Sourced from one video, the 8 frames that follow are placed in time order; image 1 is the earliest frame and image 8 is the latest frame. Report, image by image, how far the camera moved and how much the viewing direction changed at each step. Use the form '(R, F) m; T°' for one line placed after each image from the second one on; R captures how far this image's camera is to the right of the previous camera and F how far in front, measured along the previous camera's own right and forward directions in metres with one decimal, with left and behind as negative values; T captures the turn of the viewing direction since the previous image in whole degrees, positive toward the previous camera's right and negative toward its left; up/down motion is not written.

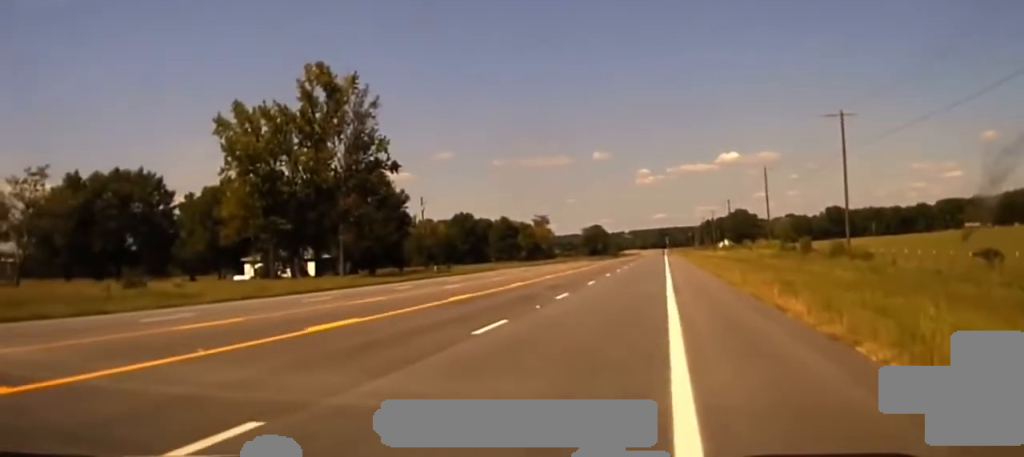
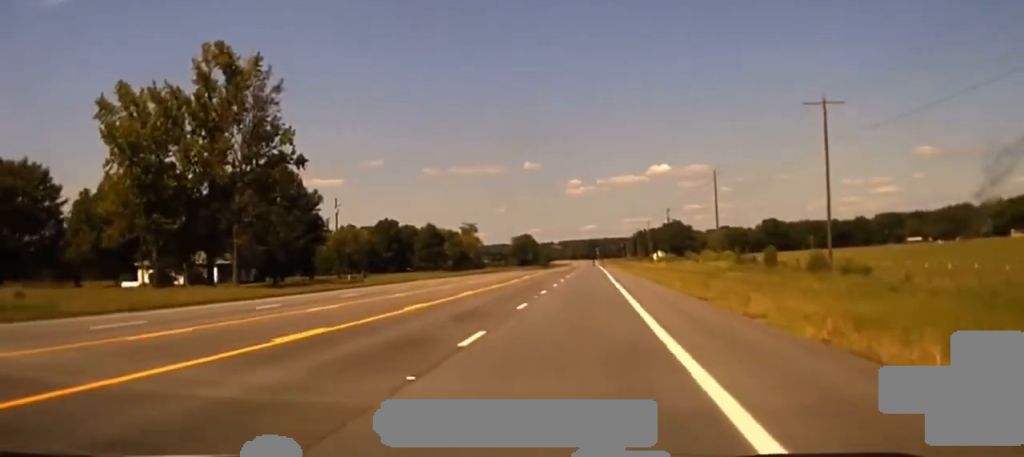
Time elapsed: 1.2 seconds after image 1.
(+0.4, +16.6) m; +3°
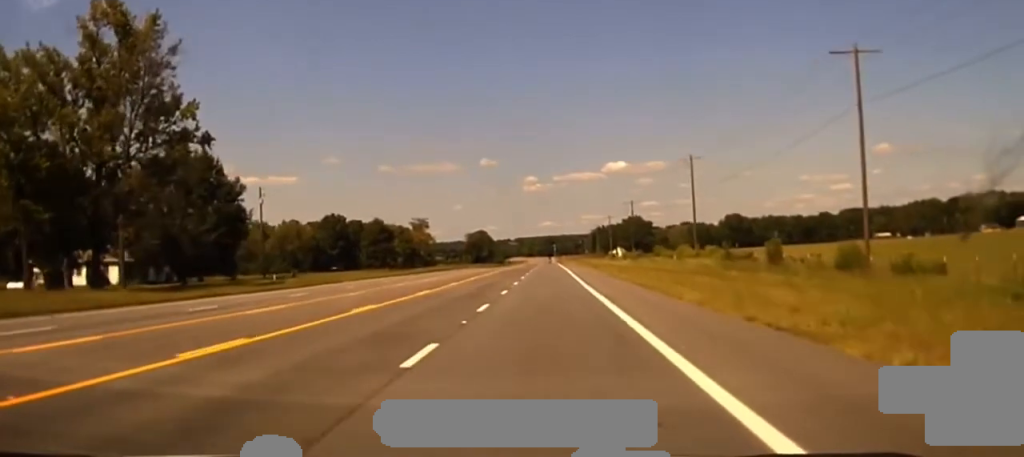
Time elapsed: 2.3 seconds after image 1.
(+0.3, +16.6) m; +1°
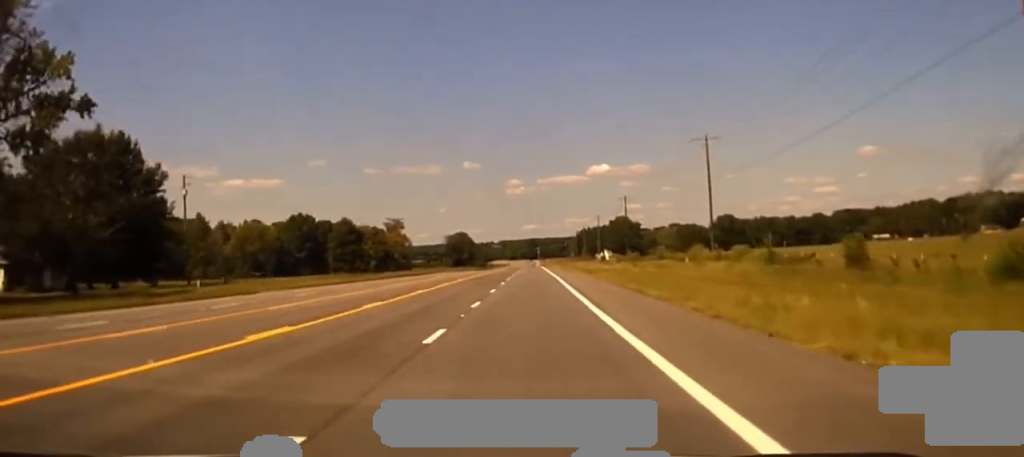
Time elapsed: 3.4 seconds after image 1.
(0.0, +19.0) m; 0°
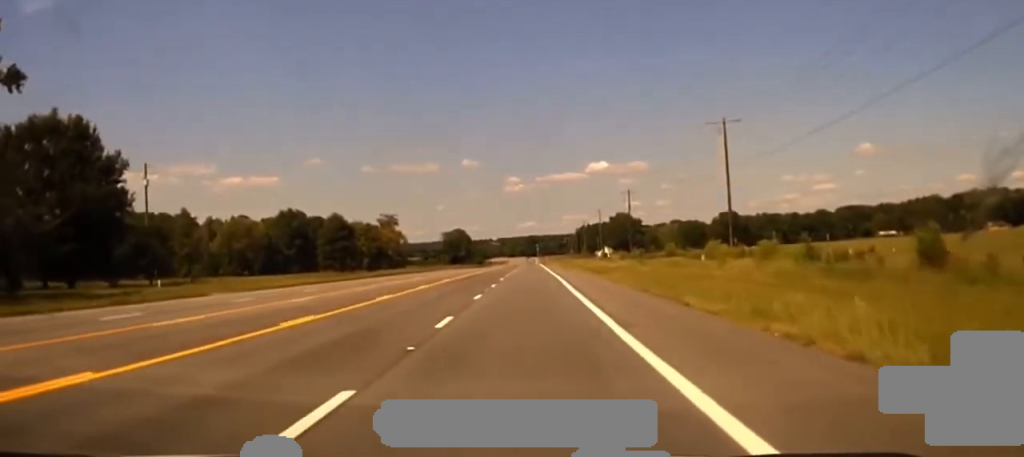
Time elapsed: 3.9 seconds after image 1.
(0.0, +9.9) m; 0°
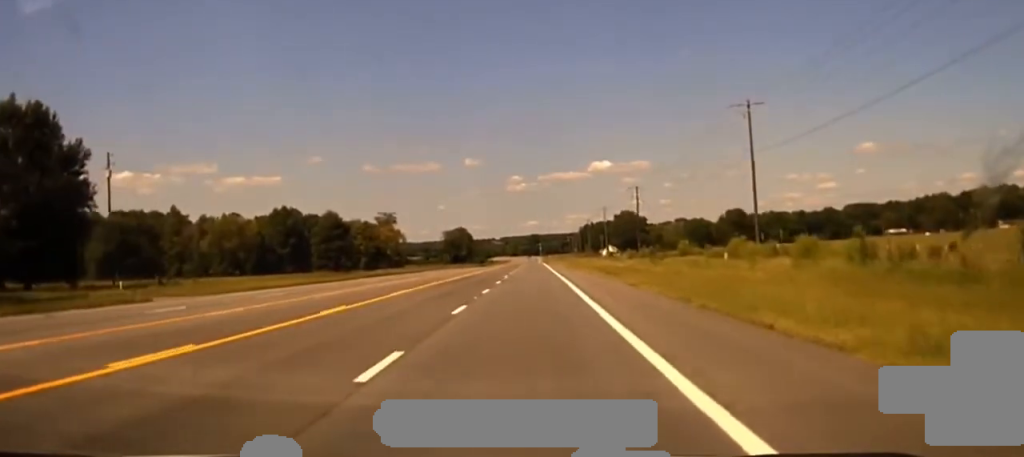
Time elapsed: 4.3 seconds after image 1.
(+0.1, +8.8) m; 0°
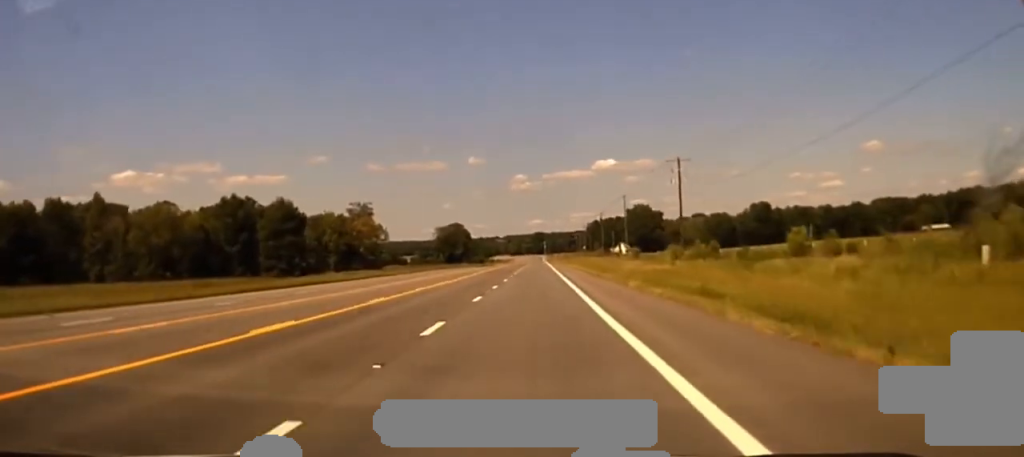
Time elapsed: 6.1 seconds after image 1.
(-0.3, +48.7) m; -1°
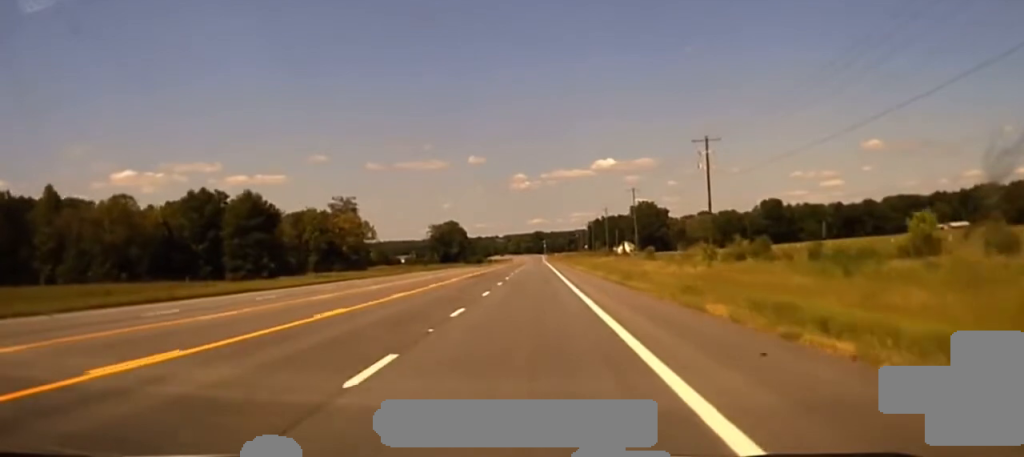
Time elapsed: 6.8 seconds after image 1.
(-0.1, +23.4) m; 0°
